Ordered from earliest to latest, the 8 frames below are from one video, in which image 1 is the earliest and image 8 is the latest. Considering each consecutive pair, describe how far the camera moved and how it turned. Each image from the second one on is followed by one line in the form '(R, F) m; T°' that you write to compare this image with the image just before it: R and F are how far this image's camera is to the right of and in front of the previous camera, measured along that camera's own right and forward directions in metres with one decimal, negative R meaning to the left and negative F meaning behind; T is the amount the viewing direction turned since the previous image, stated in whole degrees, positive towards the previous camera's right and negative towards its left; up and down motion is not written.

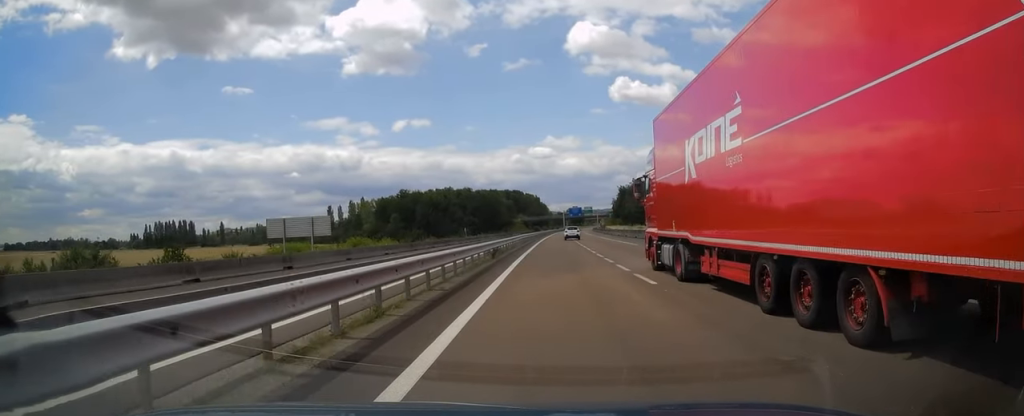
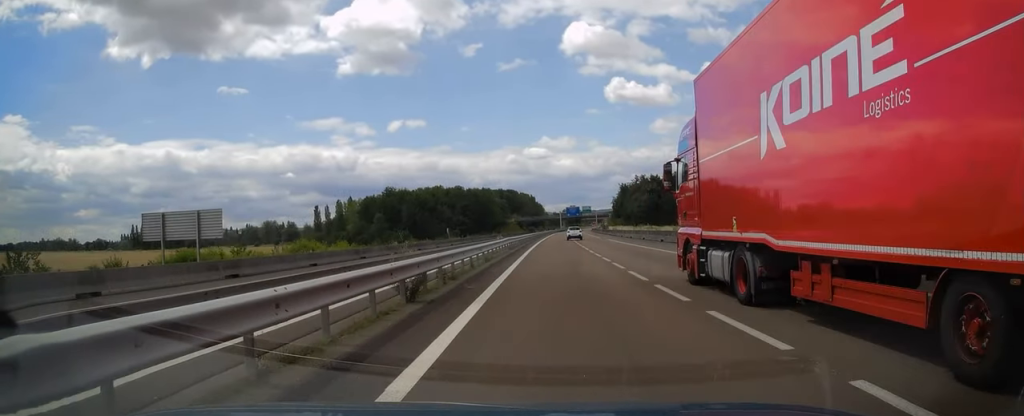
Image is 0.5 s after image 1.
(+0.1, +16.6) m; 0°
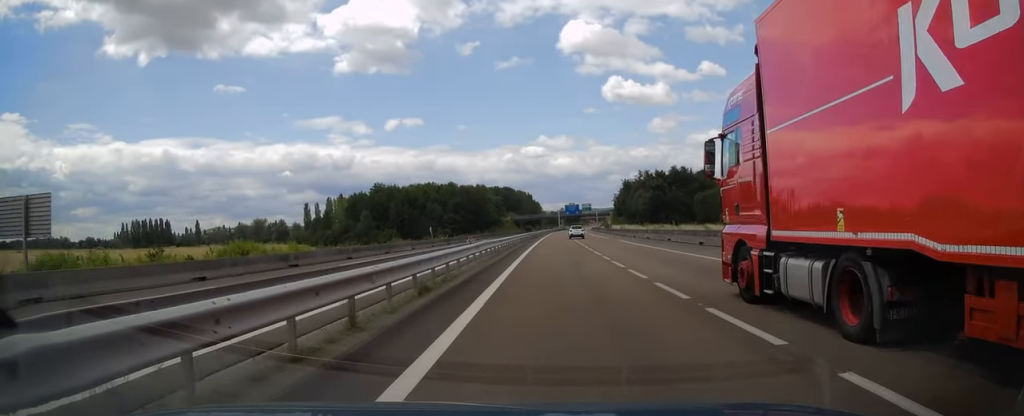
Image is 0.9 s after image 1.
(0.0, +13.3) m; 0°
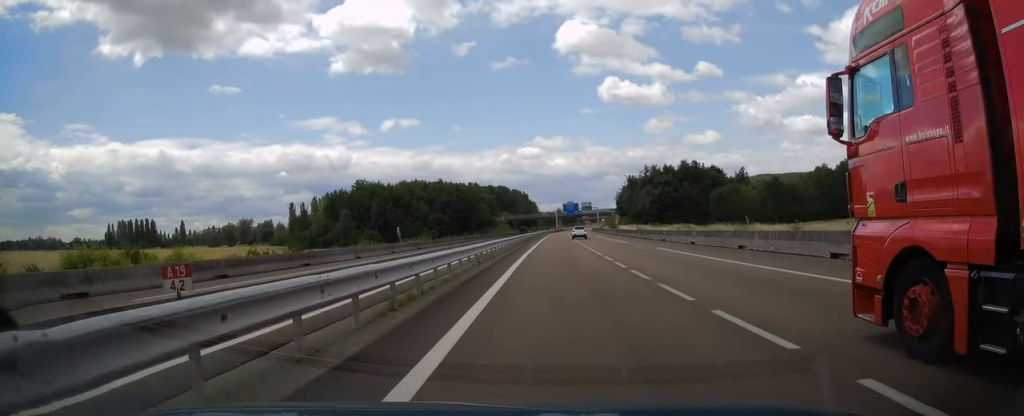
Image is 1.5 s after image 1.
(+0.1, +18.1) m; 0°
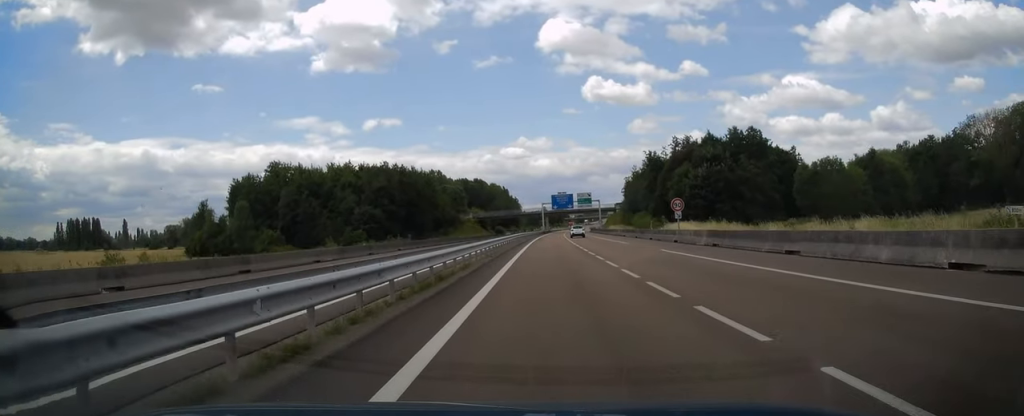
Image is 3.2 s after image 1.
(+0.7, +57.6) m; +2°
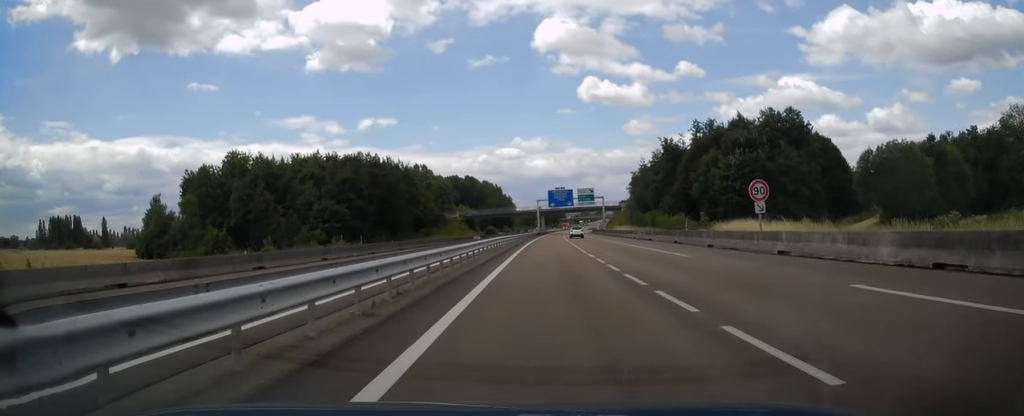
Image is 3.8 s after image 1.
(+0.2, +19.9) m; +1°
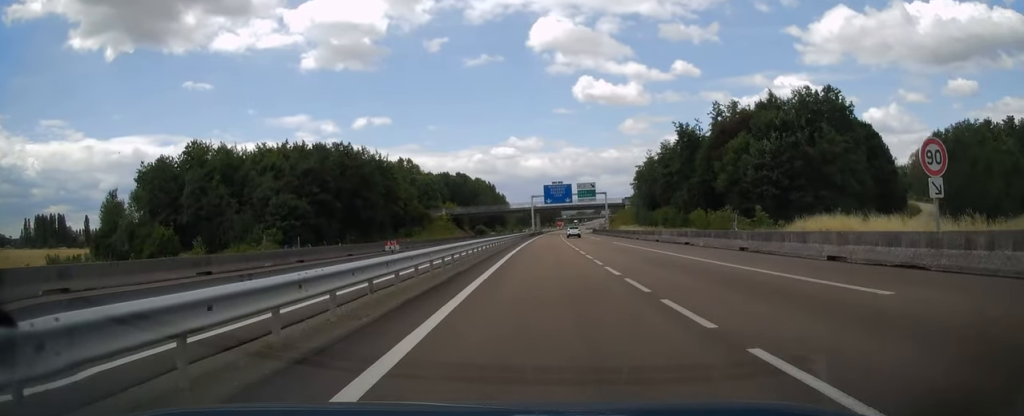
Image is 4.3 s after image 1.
(+0.1, +15.0) m; 0°
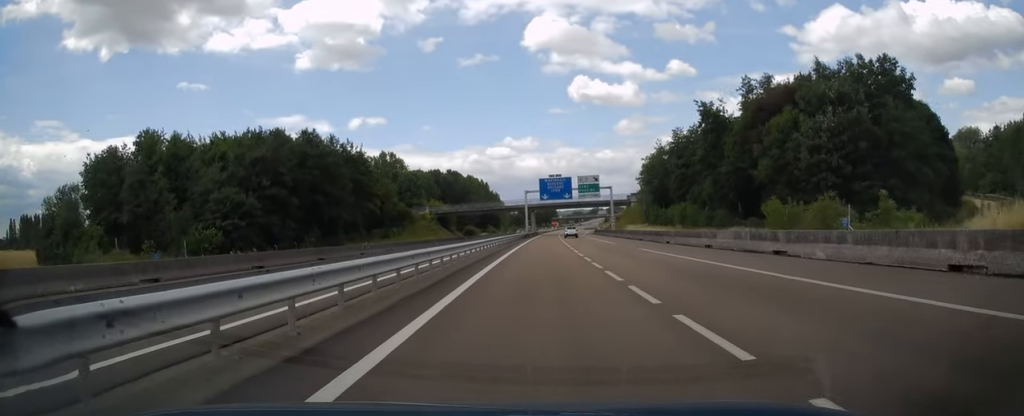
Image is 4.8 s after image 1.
(0.0, +15.4) m; 0°
